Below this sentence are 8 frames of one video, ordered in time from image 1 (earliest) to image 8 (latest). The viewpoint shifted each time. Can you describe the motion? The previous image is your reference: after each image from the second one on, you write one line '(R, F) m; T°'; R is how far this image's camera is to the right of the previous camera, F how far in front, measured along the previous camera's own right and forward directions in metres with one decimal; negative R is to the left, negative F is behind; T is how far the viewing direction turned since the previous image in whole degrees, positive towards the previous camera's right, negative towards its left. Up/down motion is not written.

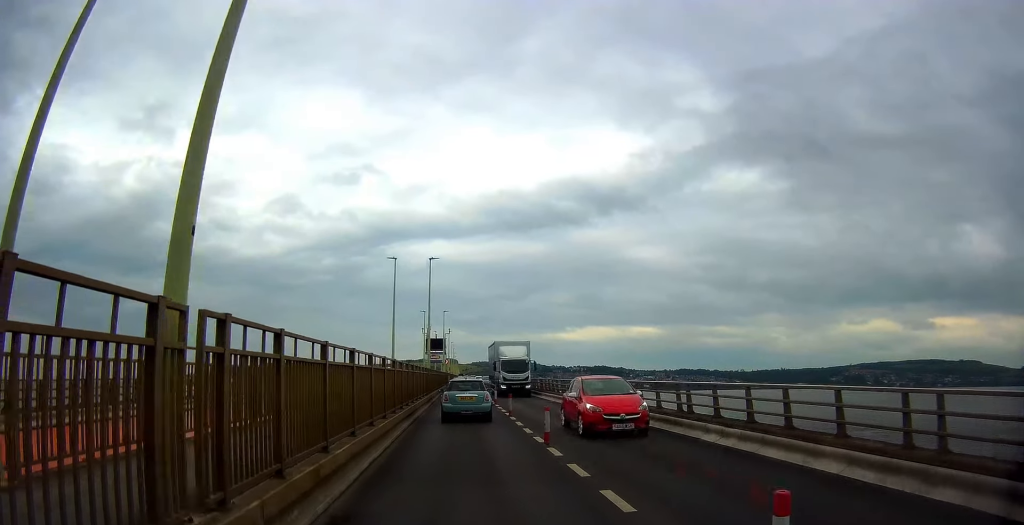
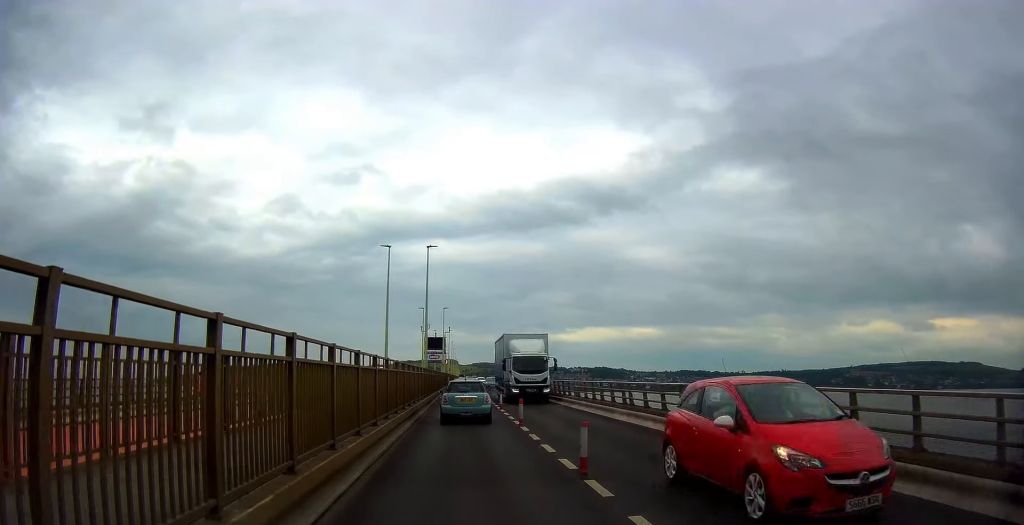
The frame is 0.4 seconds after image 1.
(-0.1, +3.4) m; -1°
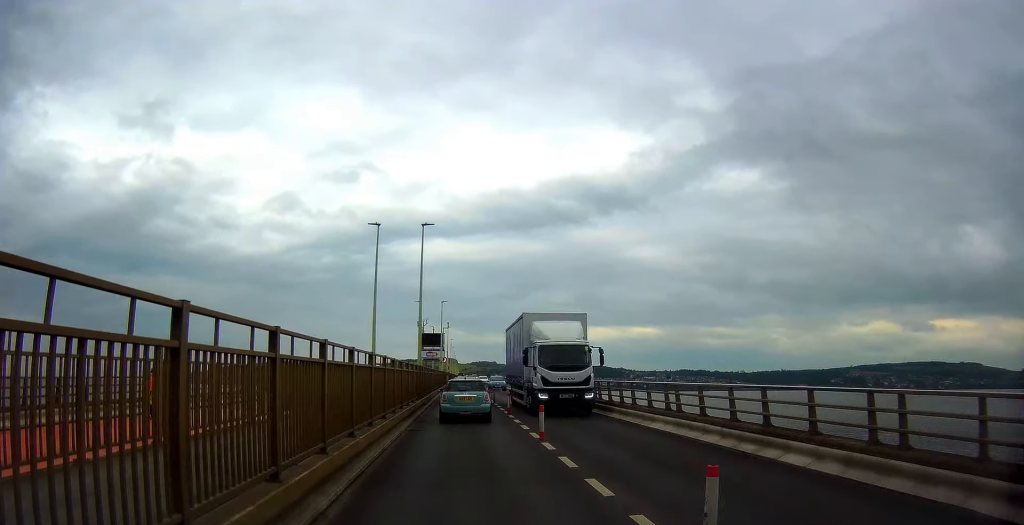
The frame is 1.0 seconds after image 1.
(0.0, +4.7) m; -1°
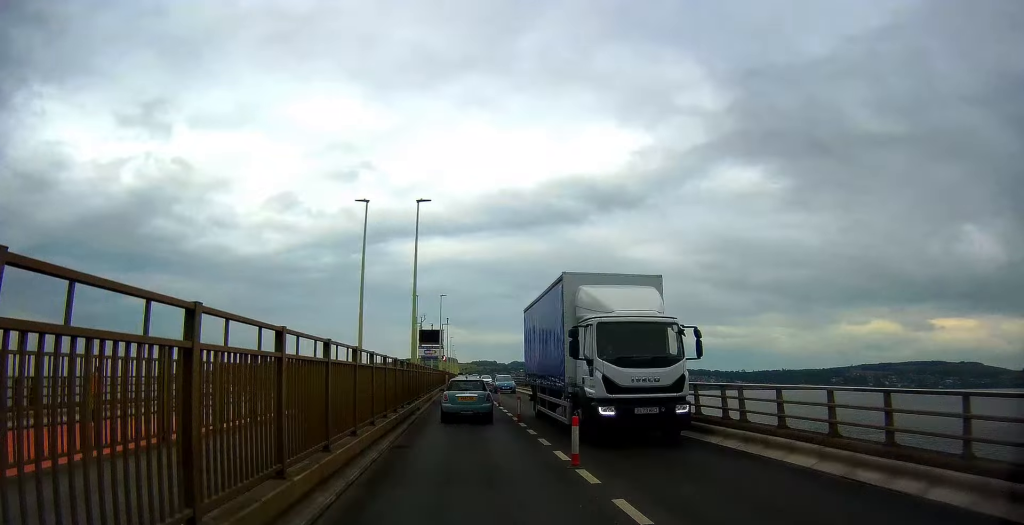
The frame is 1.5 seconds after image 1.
(0.0, +3.9) m; 0°
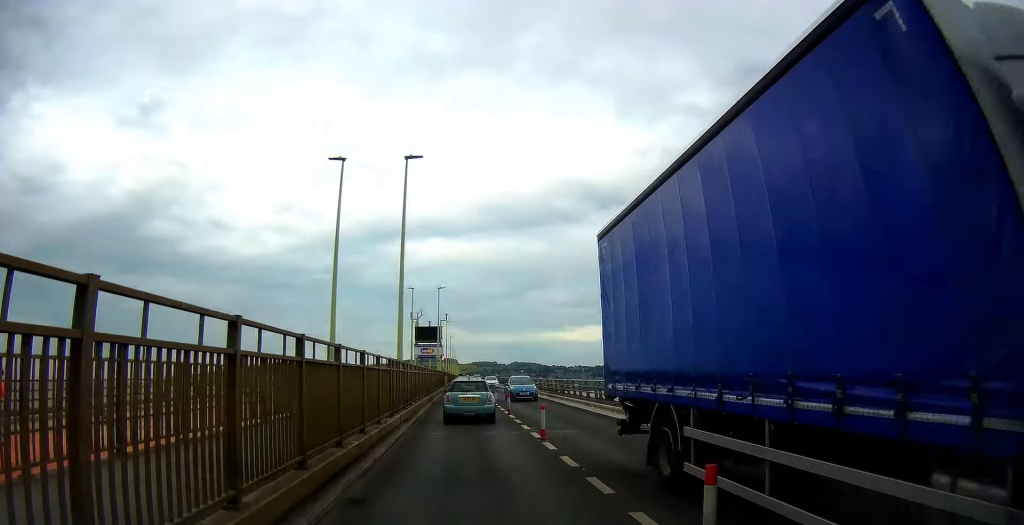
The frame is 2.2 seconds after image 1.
(-0.1, +5.4) m; +1°
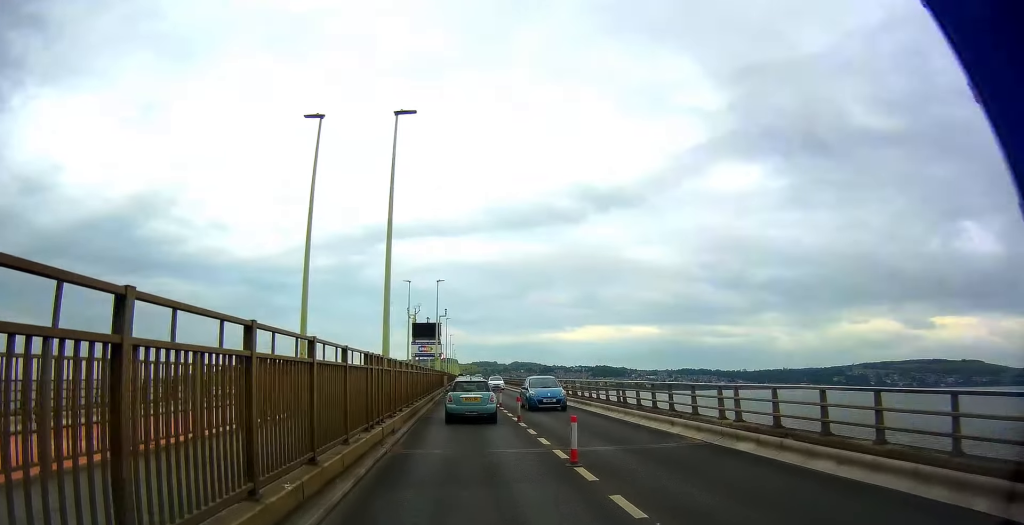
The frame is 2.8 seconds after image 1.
(+0.1, +4.1) m; +1°
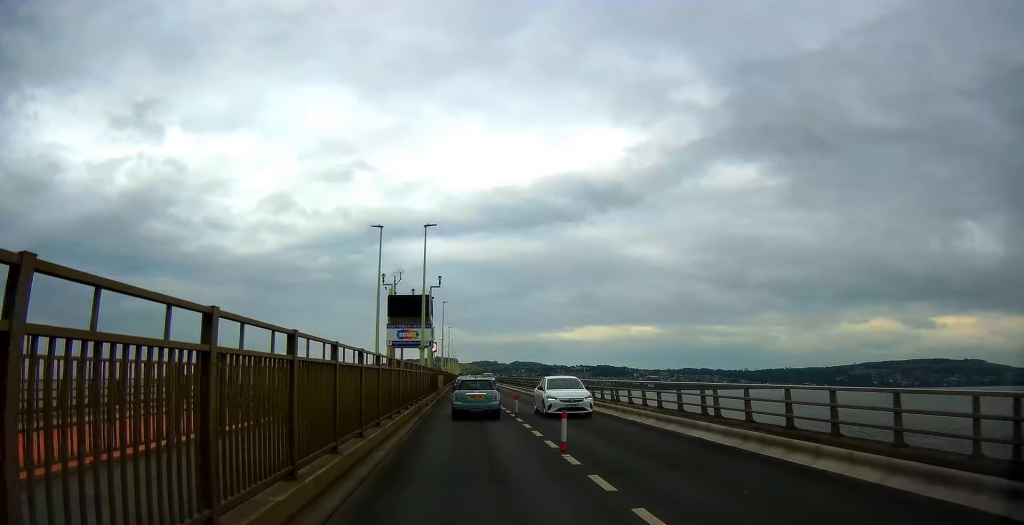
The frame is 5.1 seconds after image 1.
(+0.1, +17.7) m; +3°
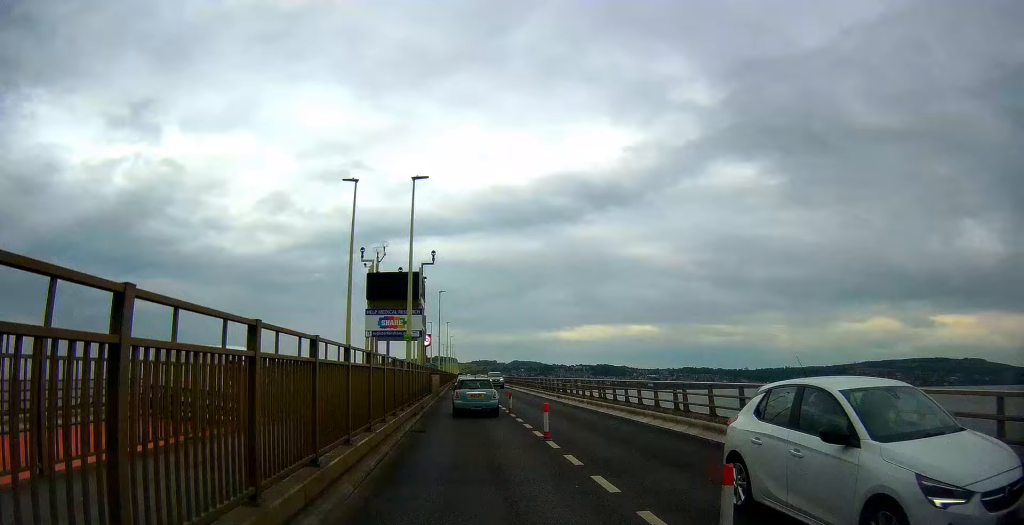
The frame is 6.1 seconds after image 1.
(+0.4, +7.2) m; 0°
